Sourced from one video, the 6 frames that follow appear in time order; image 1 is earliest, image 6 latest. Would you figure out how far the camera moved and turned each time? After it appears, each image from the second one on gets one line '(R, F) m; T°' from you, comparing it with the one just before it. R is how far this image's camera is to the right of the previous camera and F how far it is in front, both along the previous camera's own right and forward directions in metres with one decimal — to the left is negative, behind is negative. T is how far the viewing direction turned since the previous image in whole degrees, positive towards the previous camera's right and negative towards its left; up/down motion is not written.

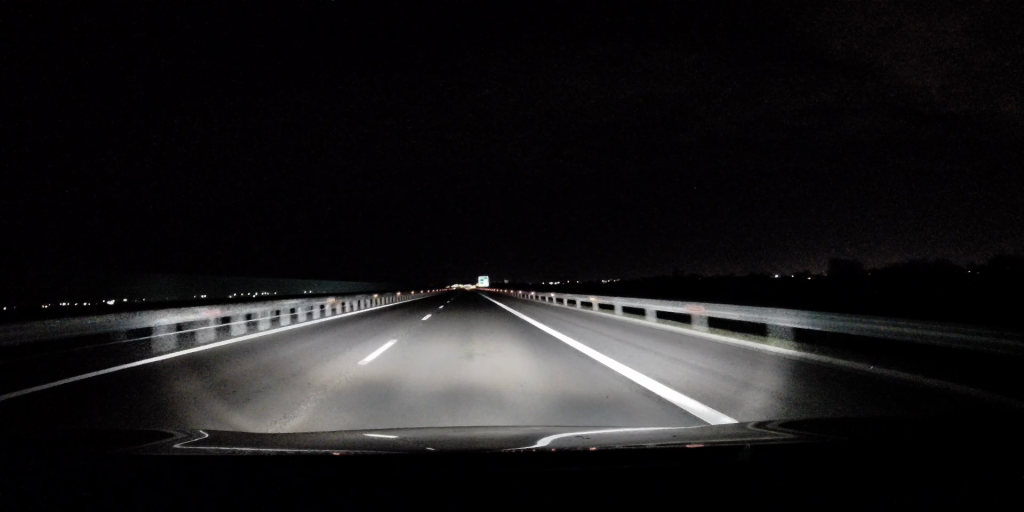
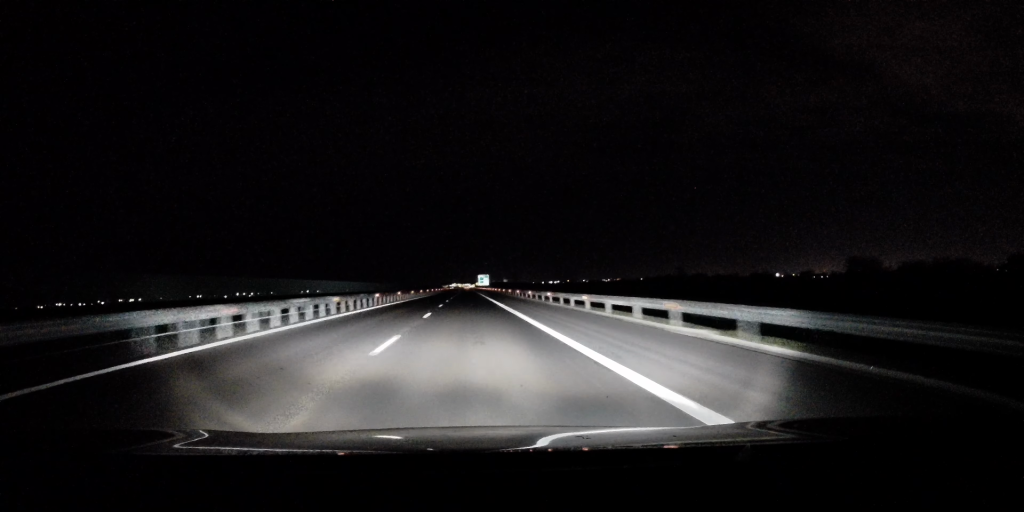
(-0.1, +23.0) m; +1°
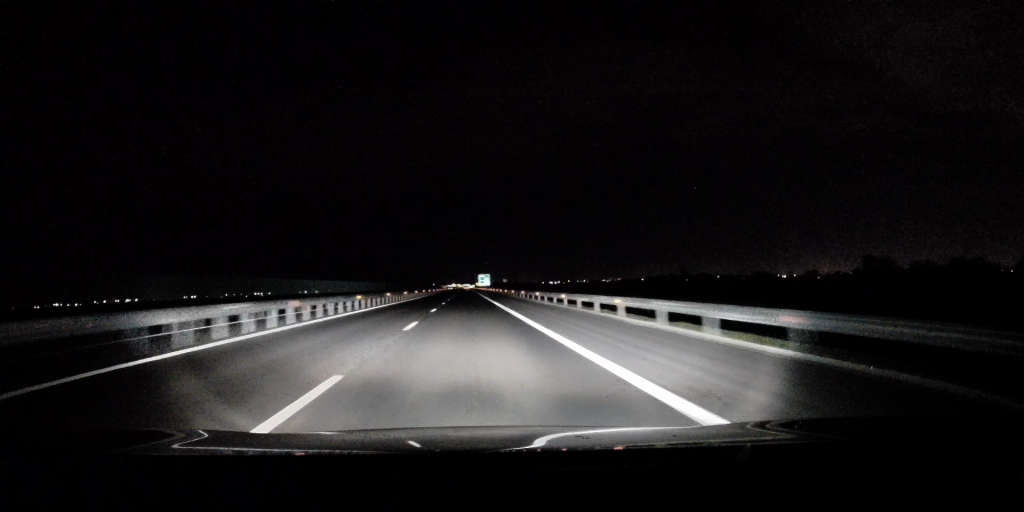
(0.0, +18.3) m; +1°
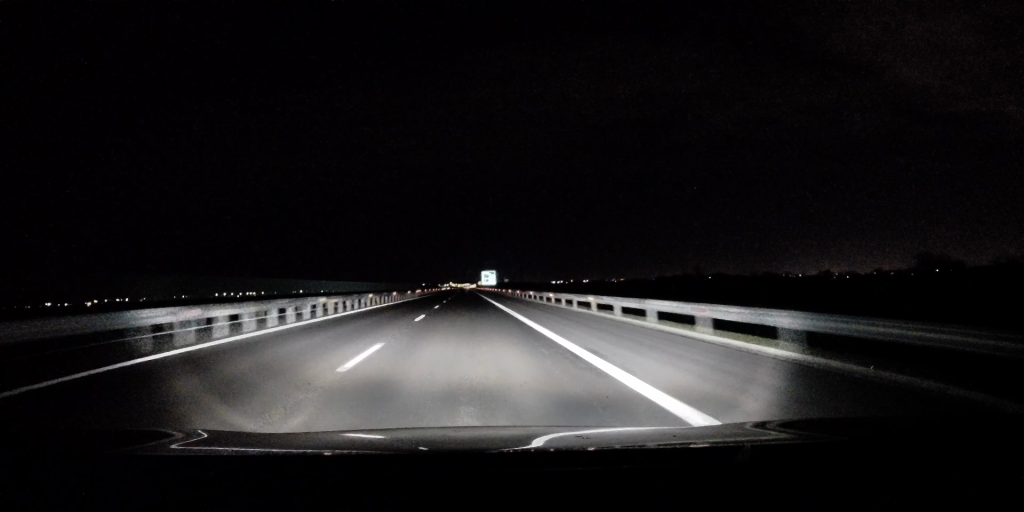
(+0.9, +56.1) m; 0°
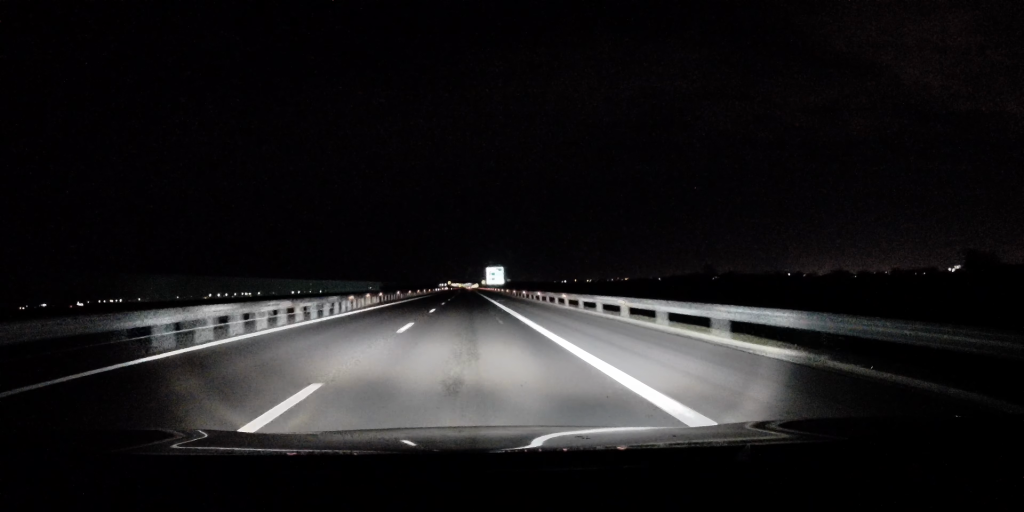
(-1.0, +41.1) m; -3°
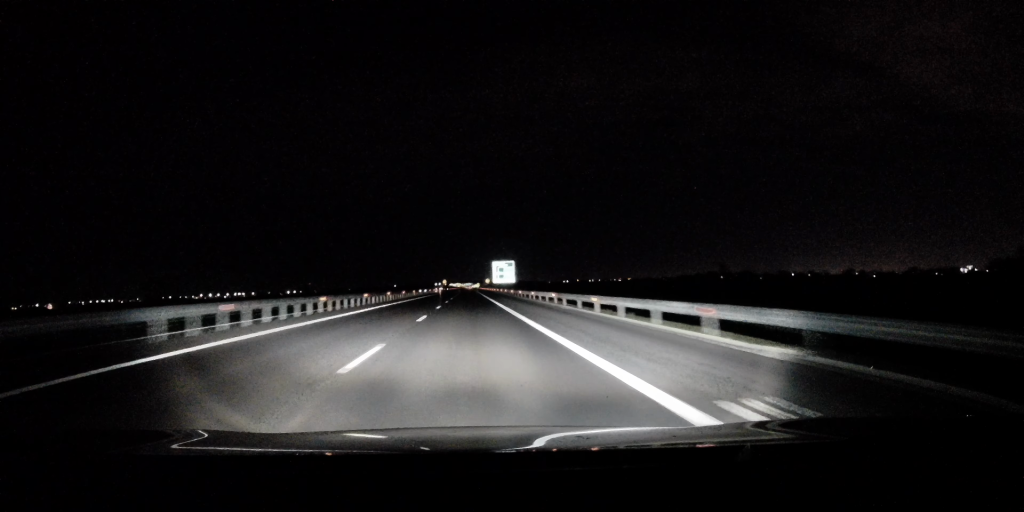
(+0.2, +43.2) m; +2°
